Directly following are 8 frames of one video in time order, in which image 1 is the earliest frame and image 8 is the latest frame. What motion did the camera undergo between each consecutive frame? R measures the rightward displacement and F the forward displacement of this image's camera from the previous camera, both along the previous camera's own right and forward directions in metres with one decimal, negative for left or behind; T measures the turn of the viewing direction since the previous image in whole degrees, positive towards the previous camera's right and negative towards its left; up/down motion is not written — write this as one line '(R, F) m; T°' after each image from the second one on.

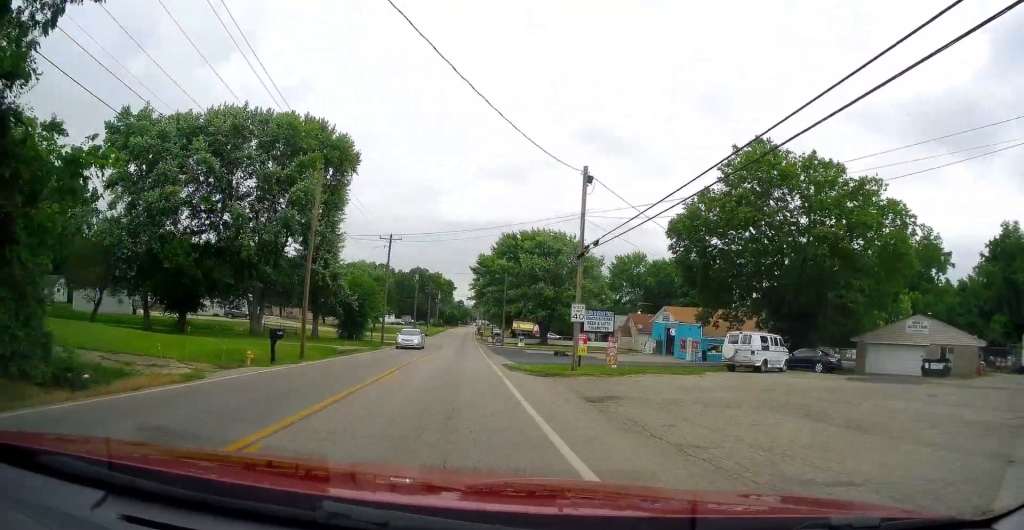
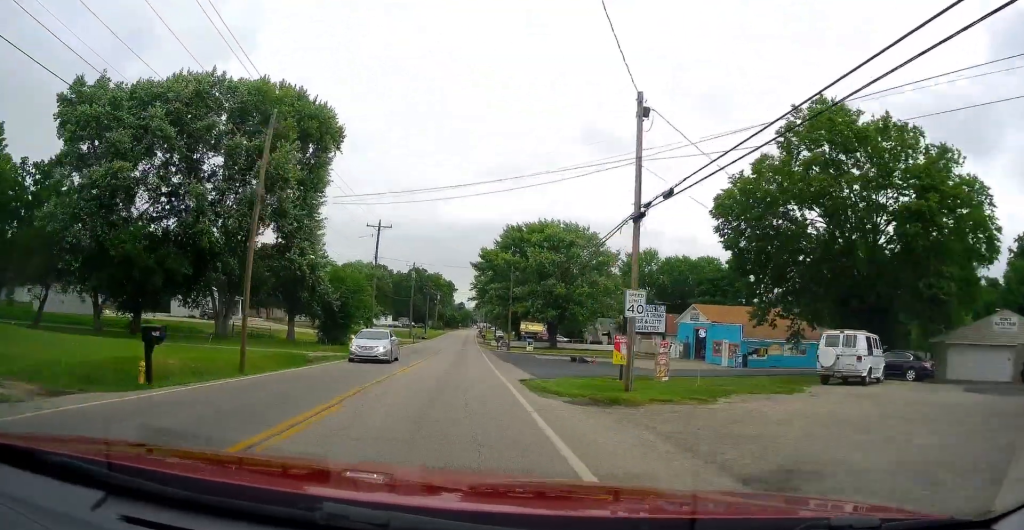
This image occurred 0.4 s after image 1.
(0.0, +8.9) m; 0°
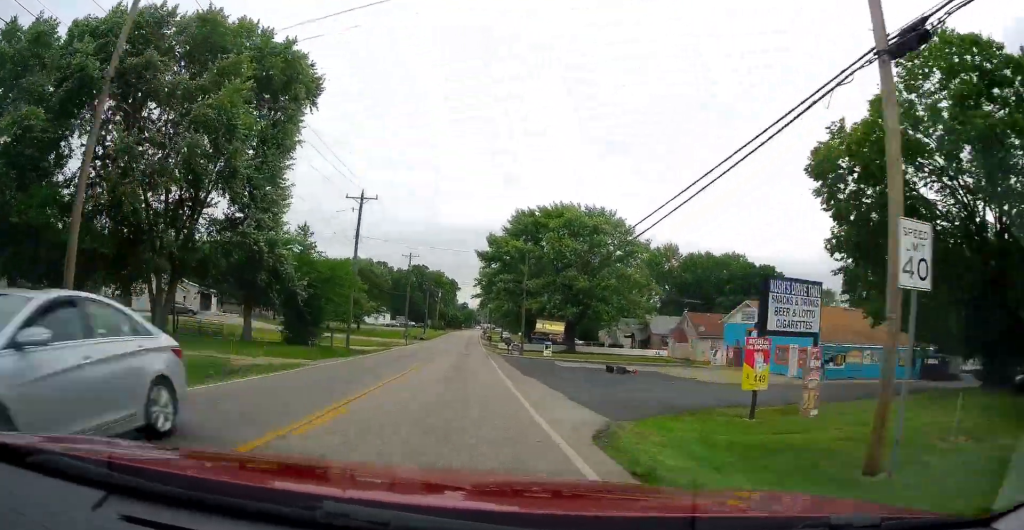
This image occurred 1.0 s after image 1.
(0.0, +11.5) m; 0°
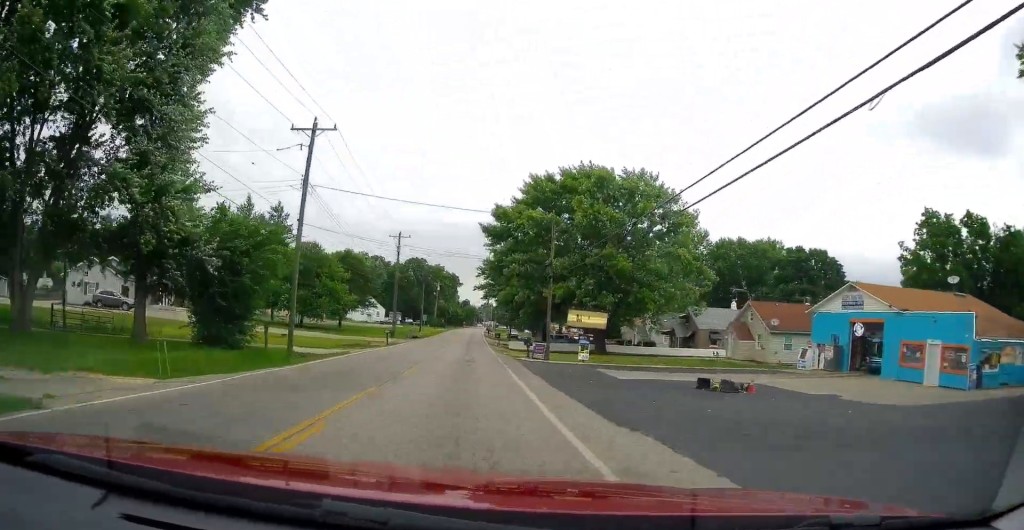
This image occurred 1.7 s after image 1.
(0.0, +14.8) m; 0°
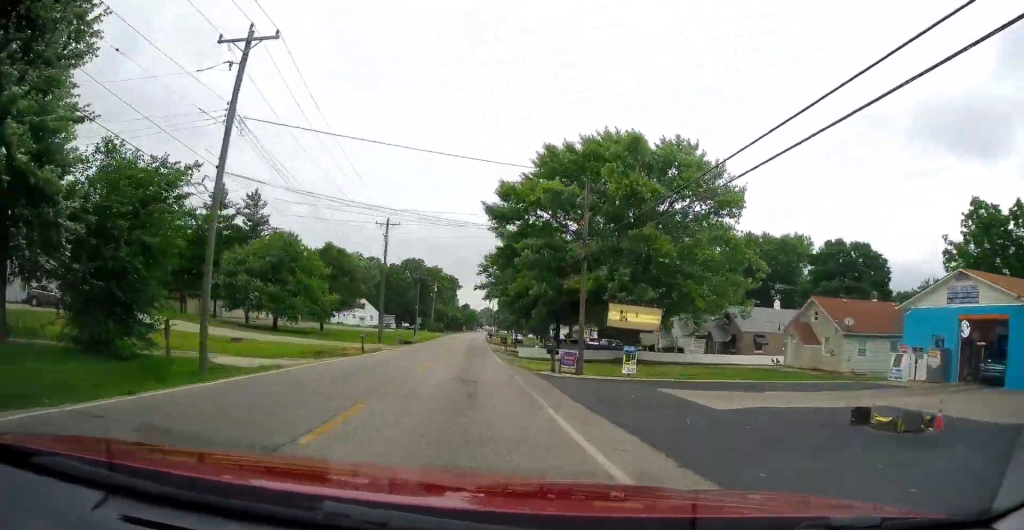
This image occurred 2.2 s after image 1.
(0.0, +10.0) m; 0°
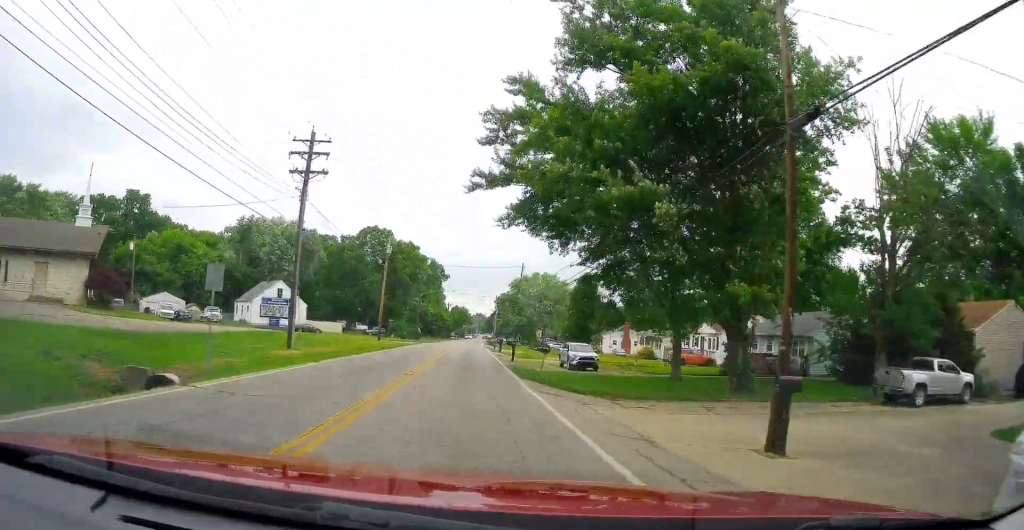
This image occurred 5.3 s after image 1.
(-1.5, +59.6) m; -1°
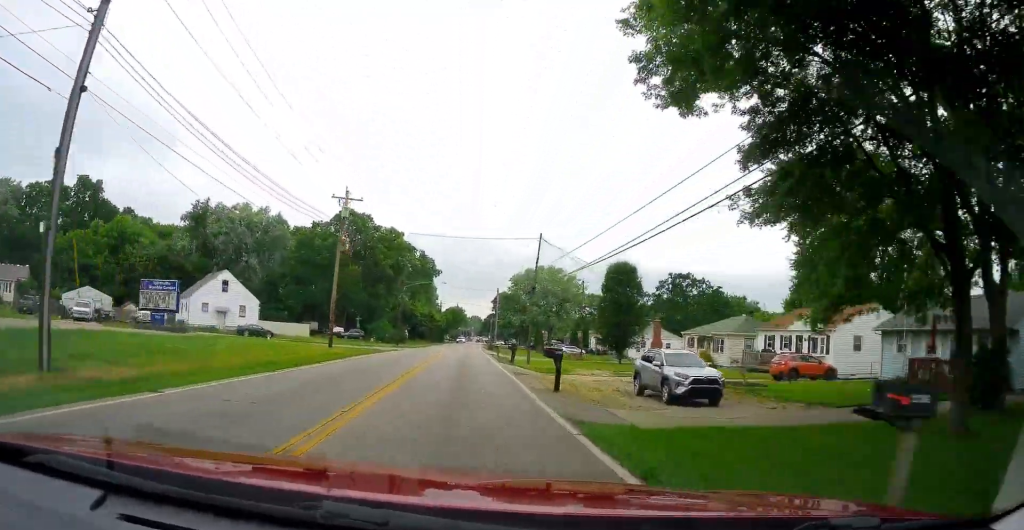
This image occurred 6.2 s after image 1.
(+0.7, +18.6) m; +1°
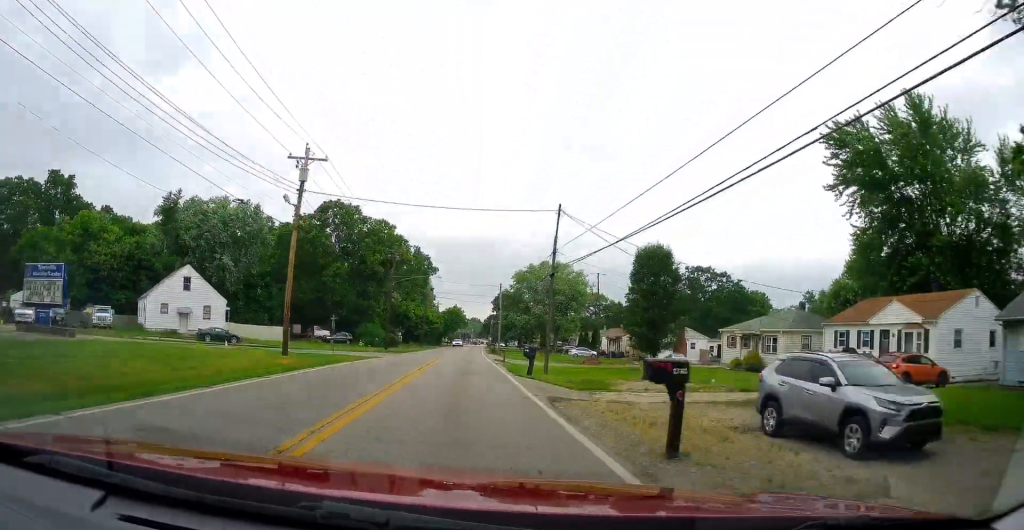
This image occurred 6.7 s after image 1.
(0.0, +9.4) m; 0°
